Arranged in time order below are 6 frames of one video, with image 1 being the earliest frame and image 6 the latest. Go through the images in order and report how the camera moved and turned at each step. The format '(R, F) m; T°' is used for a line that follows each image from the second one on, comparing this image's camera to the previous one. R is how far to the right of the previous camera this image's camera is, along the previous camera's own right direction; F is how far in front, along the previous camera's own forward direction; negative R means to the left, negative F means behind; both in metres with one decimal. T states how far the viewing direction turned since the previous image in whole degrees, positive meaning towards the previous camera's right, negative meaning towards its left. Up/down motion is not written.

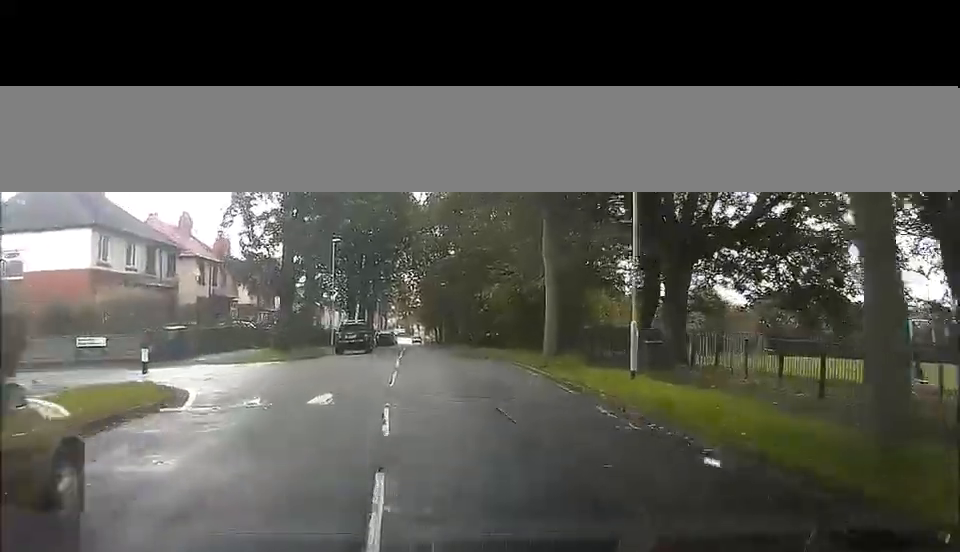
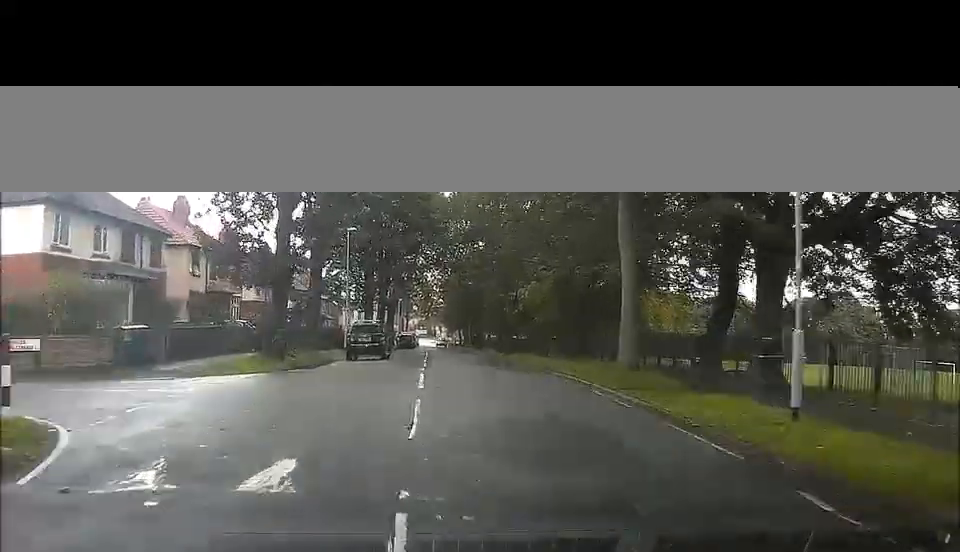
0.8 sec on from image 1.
(+0.2, +6.9) m; +1°
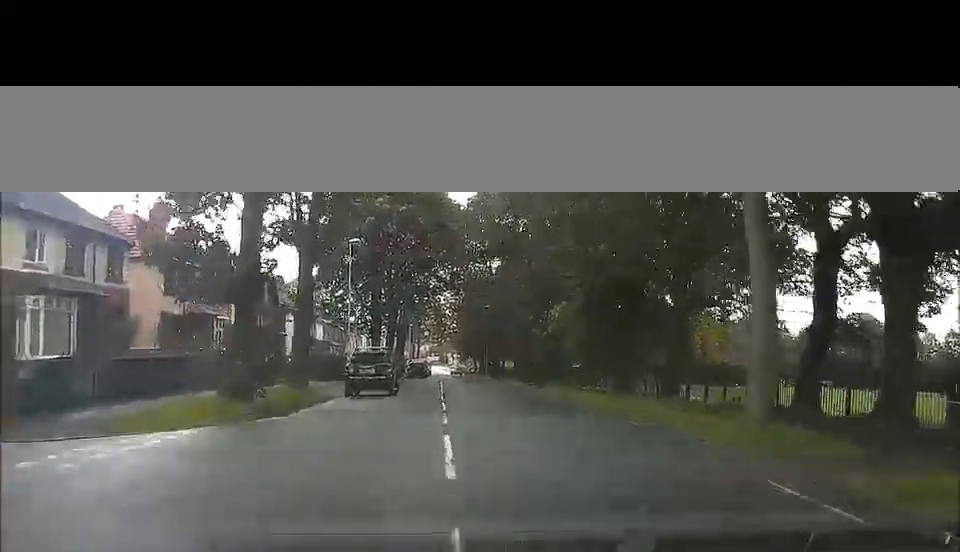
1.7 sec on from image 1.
(0.0, +7.1) m; -3°
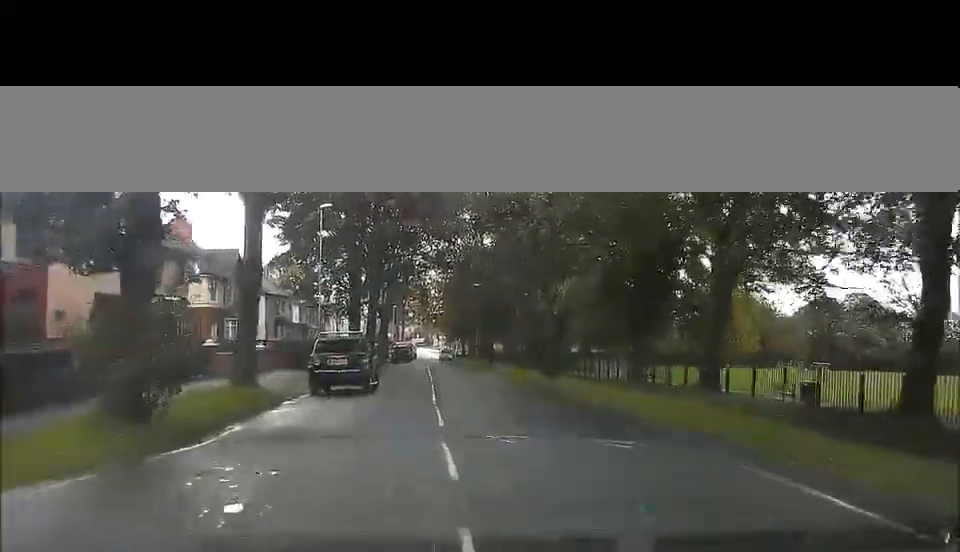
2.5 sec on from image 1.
(-0.4, +6.7) m; -2°
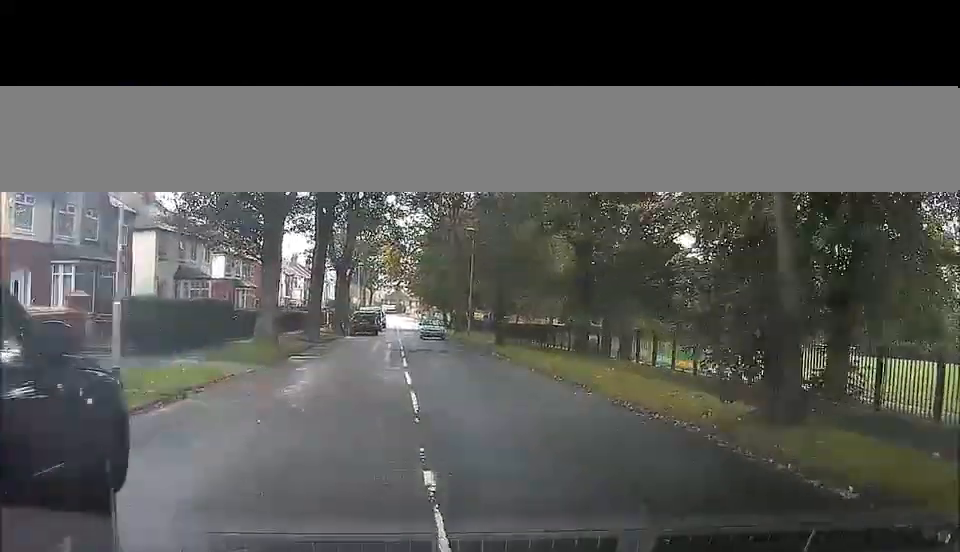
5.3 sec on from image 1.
(+0.7, +22.2) m; +3°
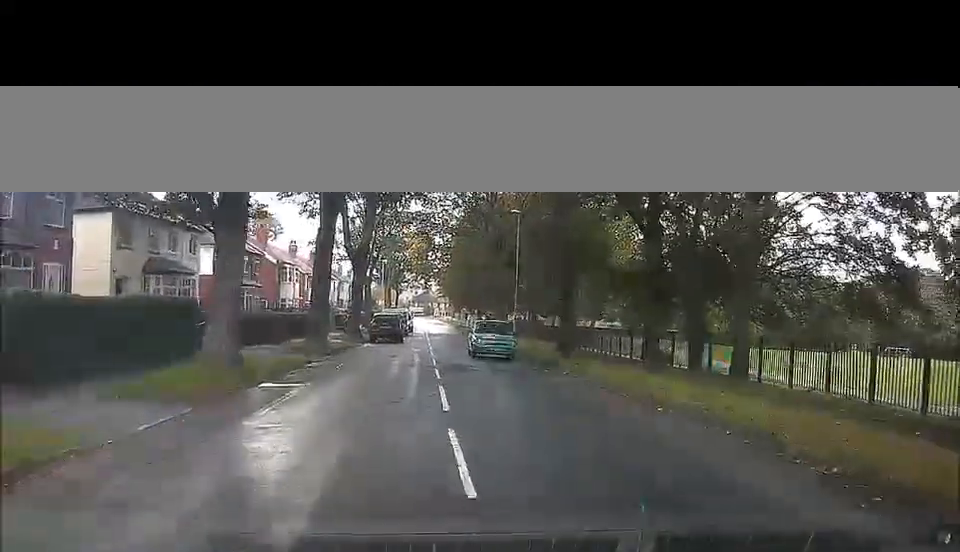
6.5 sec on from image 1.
(+0.3, +9.8) m; +3°
